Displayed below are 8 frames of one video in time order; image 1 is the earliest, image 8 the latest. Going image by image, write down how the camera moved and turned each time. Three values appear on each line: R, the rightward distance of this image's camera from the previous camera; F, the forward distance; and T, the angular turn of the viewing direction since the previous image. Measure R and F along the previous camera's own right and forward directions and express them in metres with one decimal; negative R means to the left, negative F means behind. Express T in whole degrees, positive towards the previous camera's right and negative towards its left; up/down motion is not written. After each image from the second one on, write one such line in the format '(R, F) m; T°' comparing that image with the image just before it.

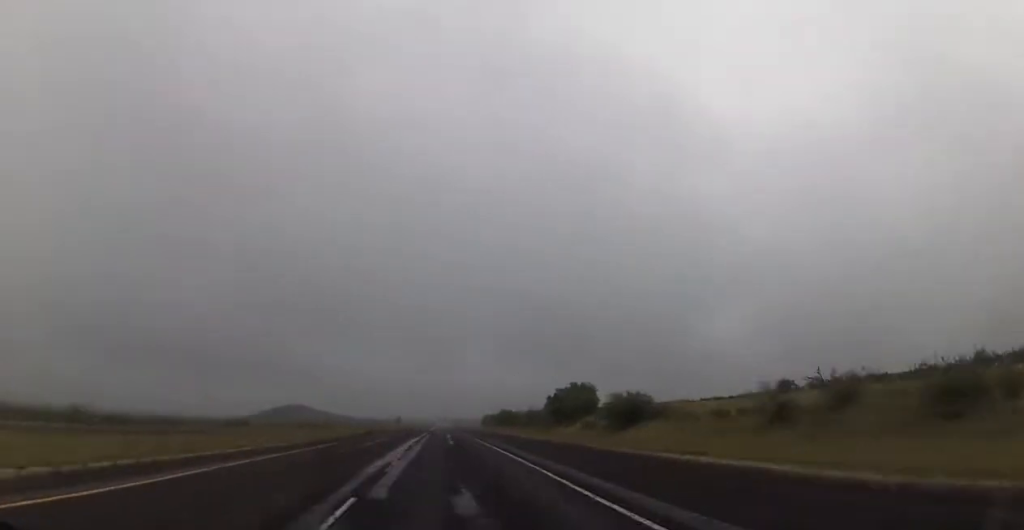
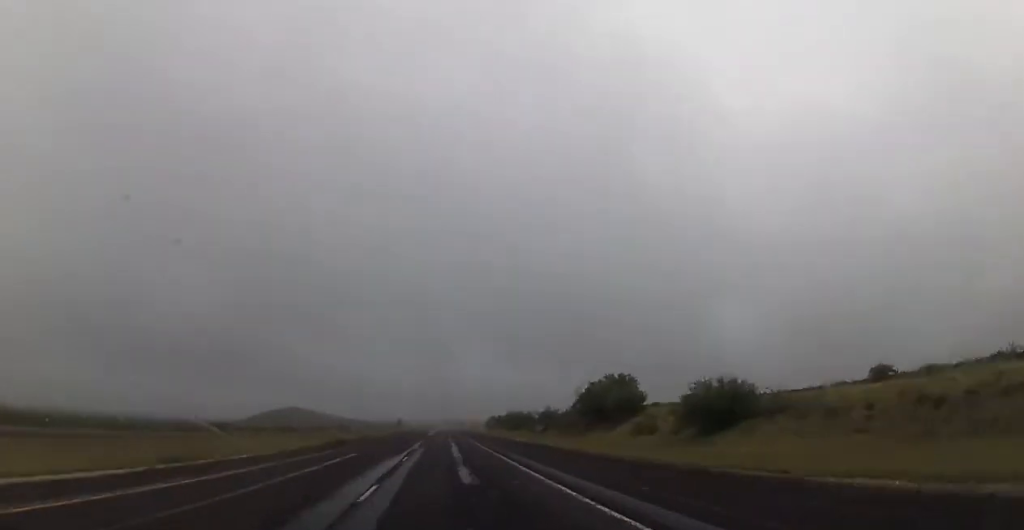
(0.0, +21.0) m; 0°
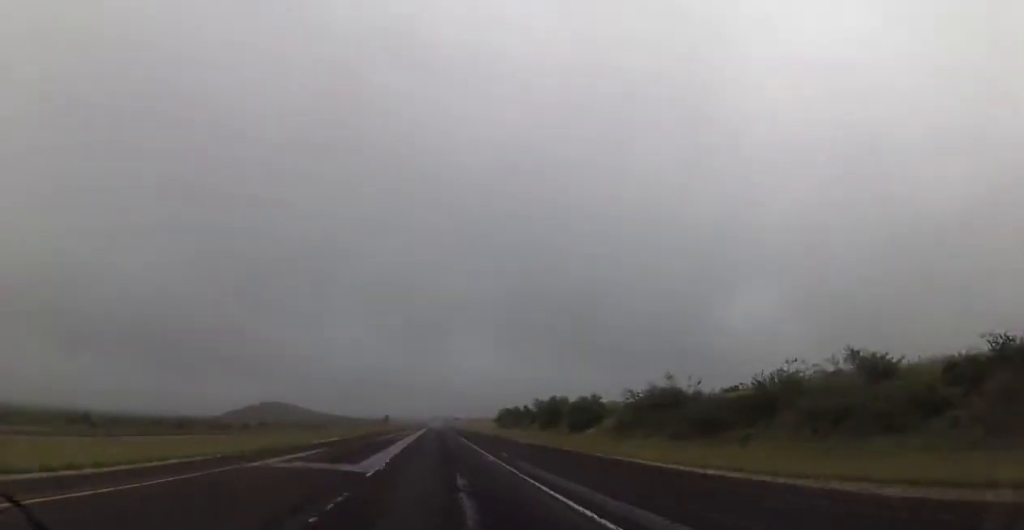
(-0.3, +69.0) m; +1°
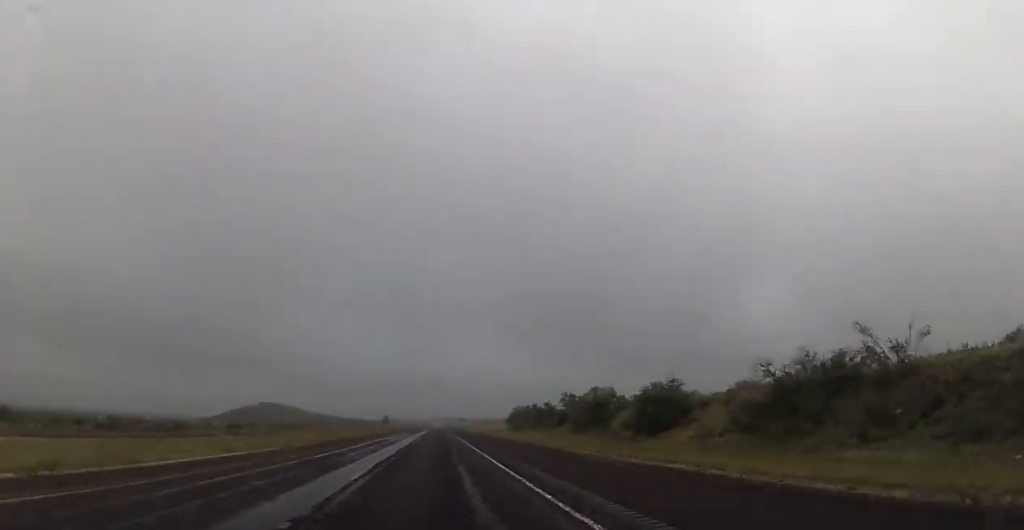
(+0.2, +26.9) m; 0°
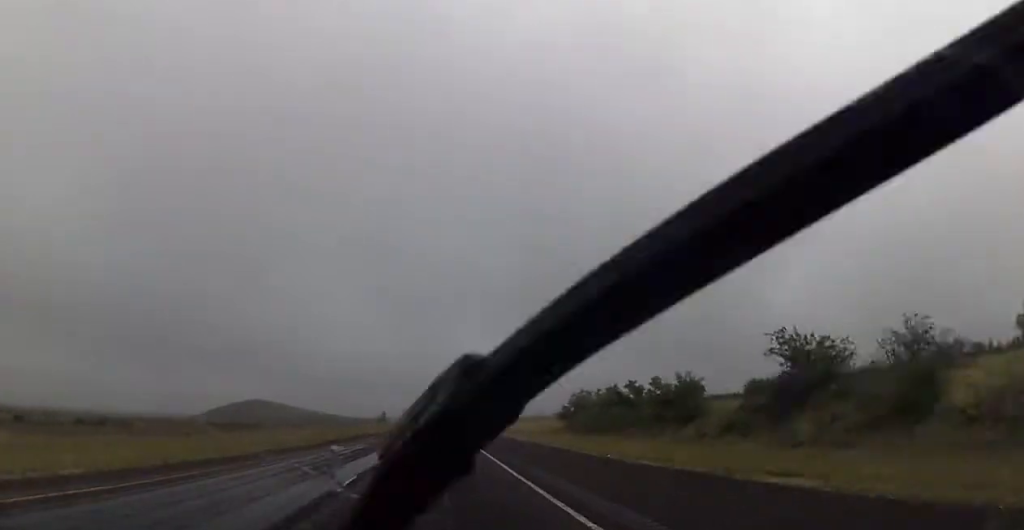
(-0.3, +63.0) m; -1°
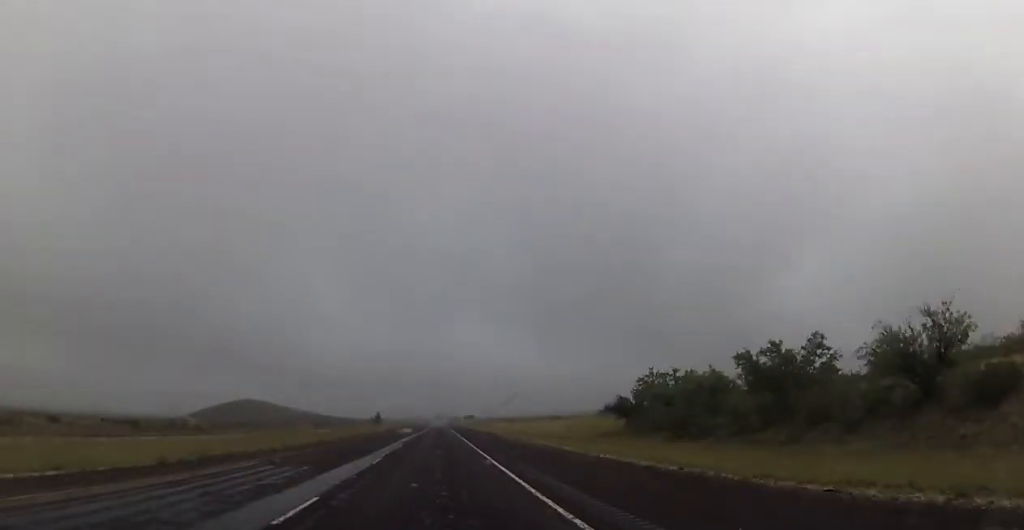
(-0.2, +29.1) m; 0°
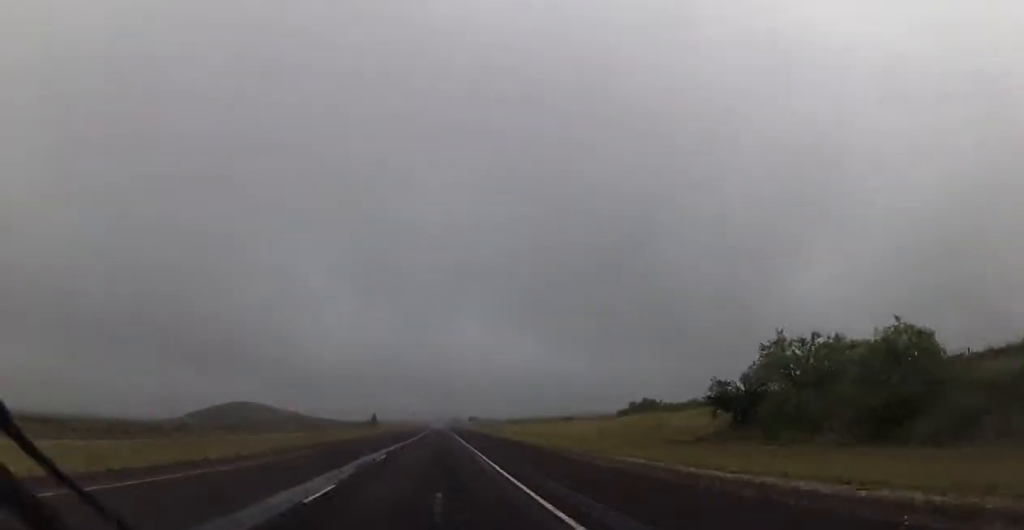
(-0.1, +22.2) m; 0°
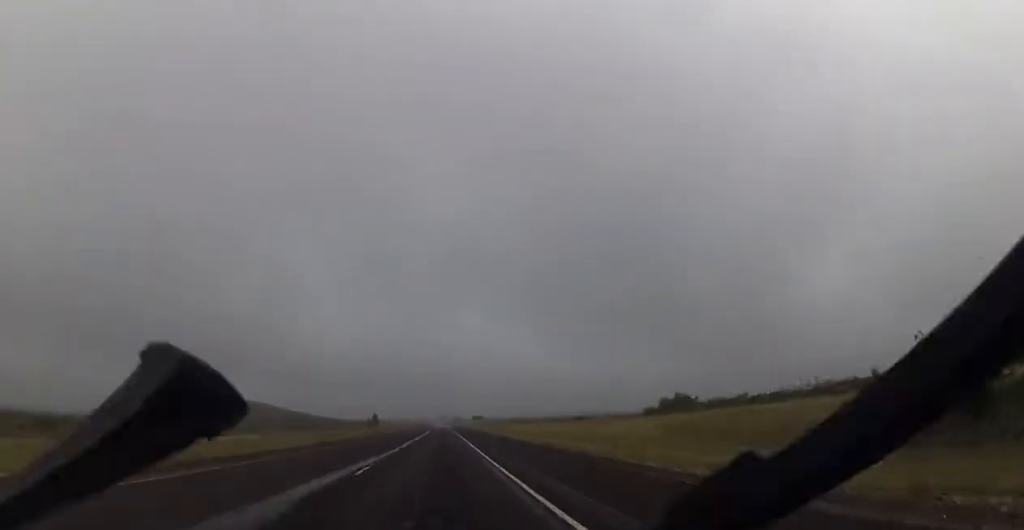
(0.0, +18.7) m; 0°
